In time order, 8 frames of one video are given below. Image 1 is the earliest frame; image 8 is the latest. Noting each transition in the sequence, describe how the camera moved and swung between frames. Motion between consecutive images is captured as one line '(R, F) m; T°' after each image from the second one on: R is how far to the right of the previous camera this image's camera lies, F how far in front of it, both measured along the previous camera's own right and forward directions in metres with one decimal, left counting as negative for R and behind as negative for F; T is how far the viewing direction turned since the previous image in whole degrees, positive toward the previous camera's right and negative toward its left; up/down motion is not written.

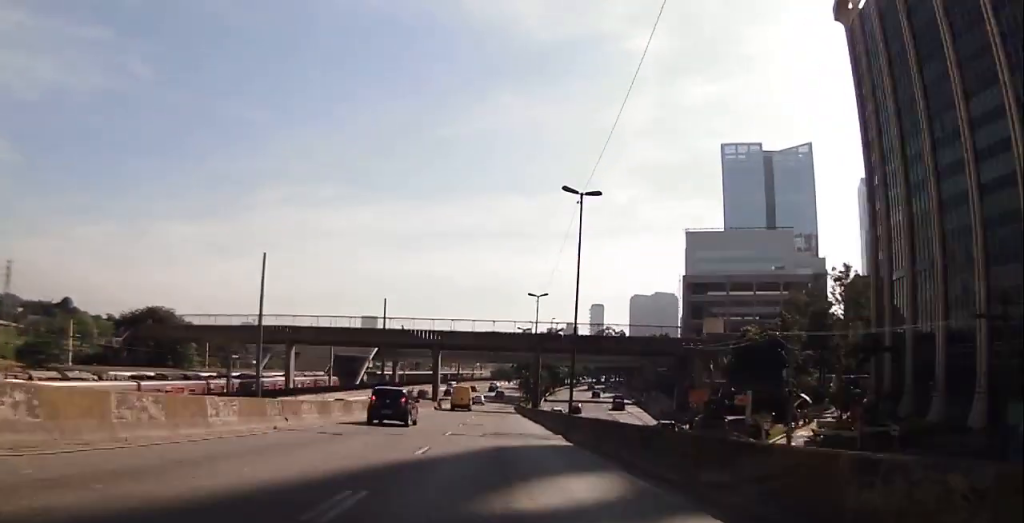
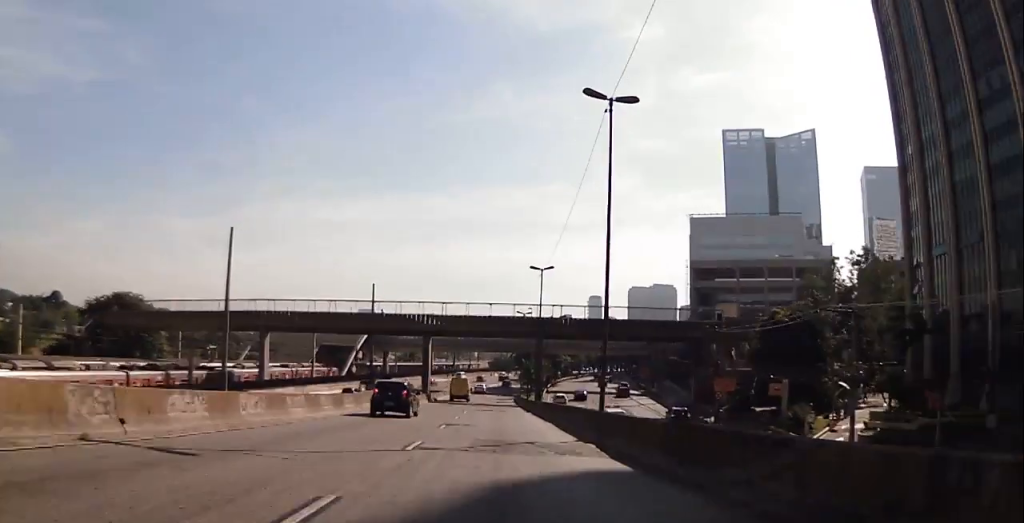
(0.0, +8.9) m; +1°
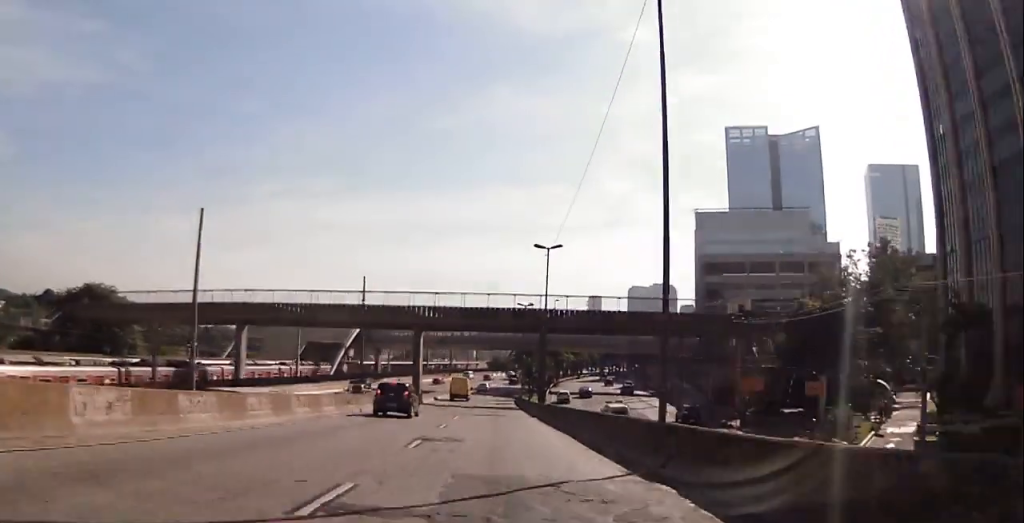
(-0.1, +7.2) m; +1°
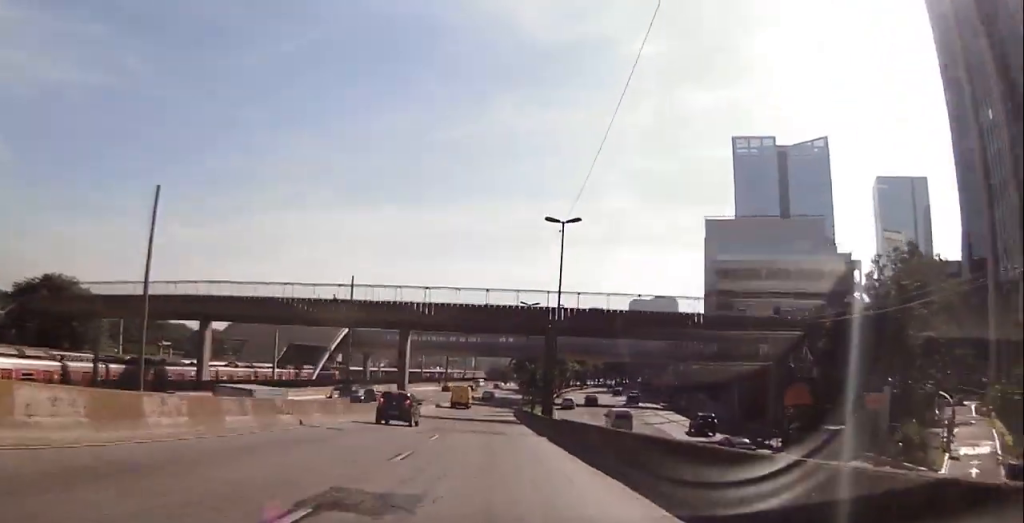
(+0.3, +8.9) m; +1°
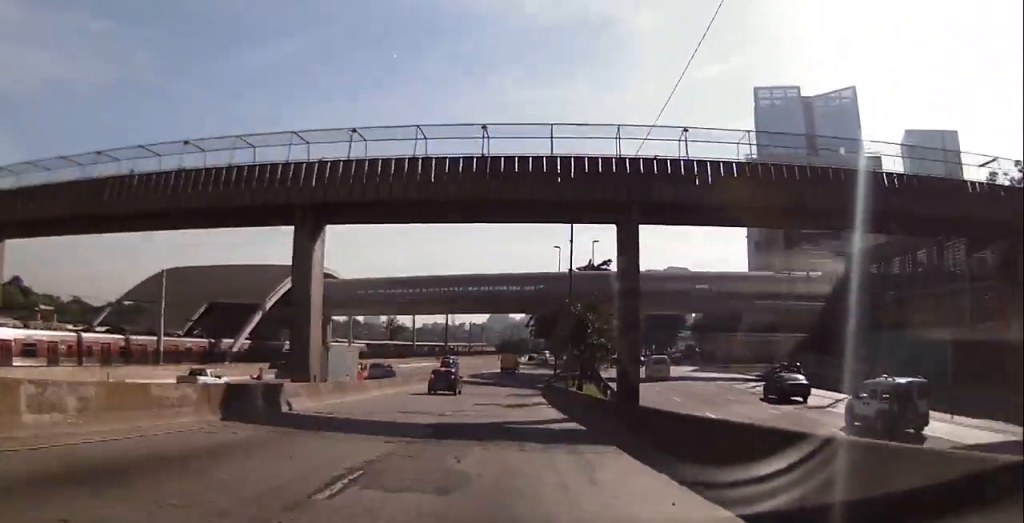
(+0.4, +31.4) m; +1°
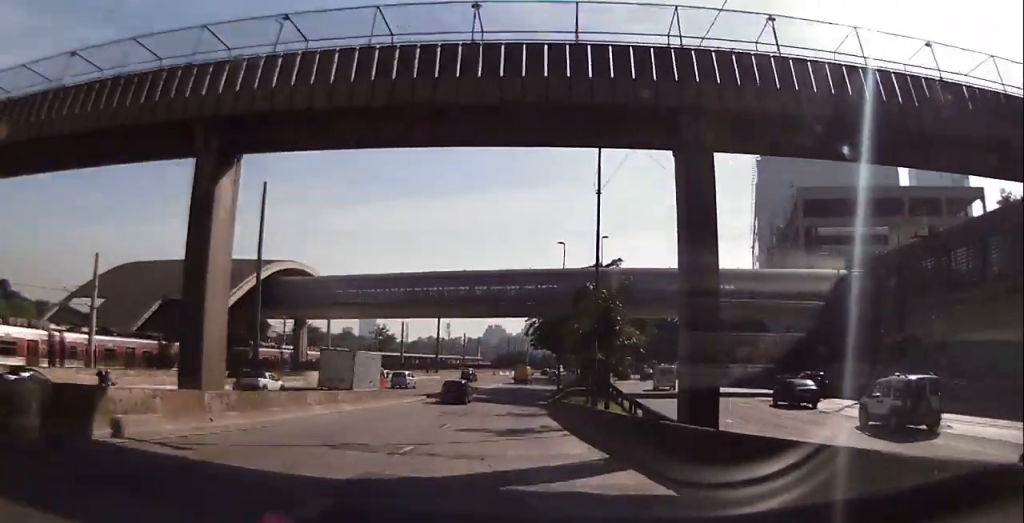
(0.0, +9.7) m; 0°
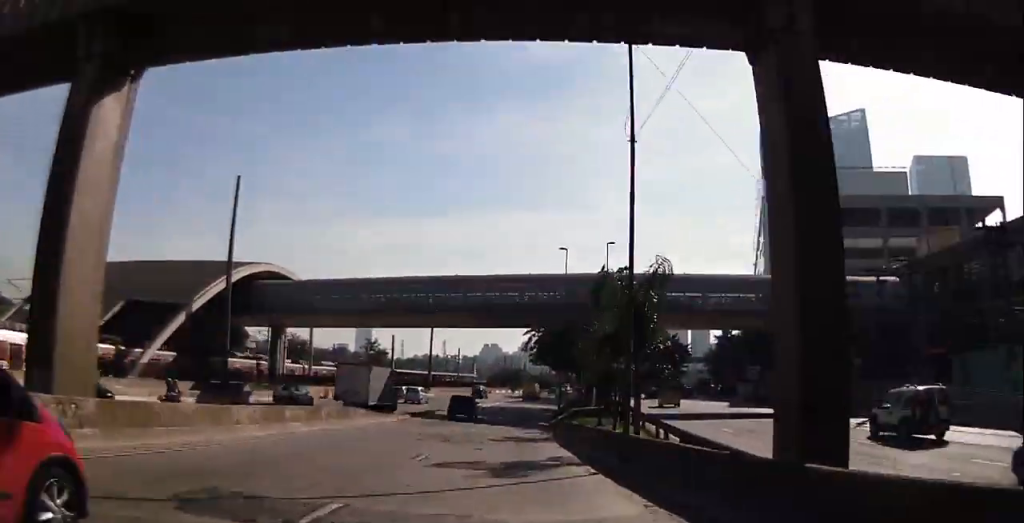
(0.0, +6.3) m; 0°
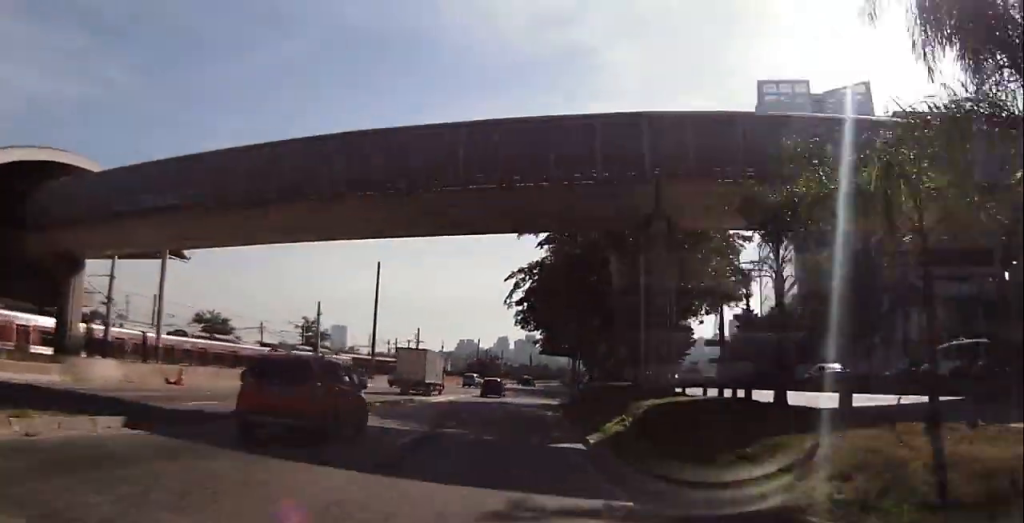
(+0.9, +30.9) m; +4°
